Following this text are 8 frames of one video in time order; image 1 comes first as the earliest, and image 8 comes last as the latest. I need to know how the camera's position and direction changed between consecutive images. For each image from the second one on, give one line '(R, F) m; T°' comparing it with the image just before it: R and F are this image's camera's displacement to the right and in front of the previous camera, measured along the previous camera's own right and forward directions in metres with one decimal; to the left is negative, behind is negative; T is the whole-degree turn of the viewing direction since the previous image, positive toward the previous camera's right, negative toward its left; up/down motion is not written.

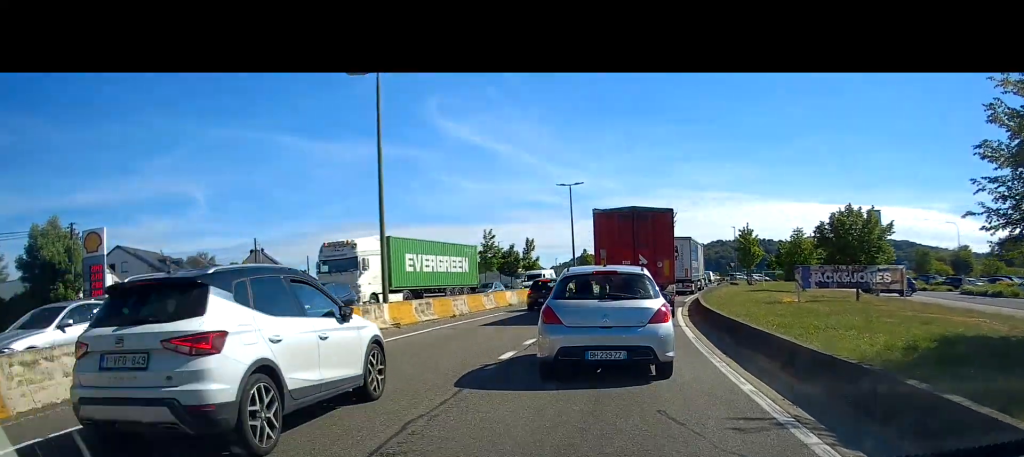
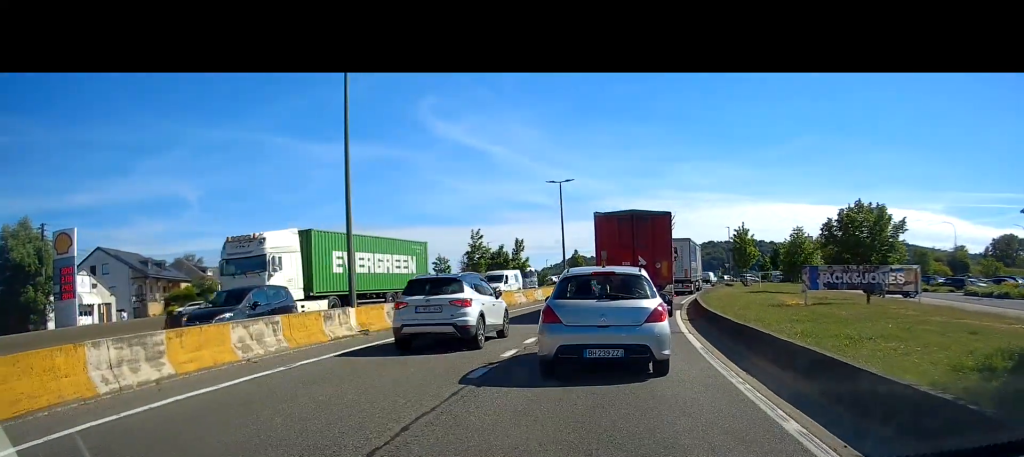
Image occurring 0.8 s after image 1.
(+0.1, +2.6) m; +1°
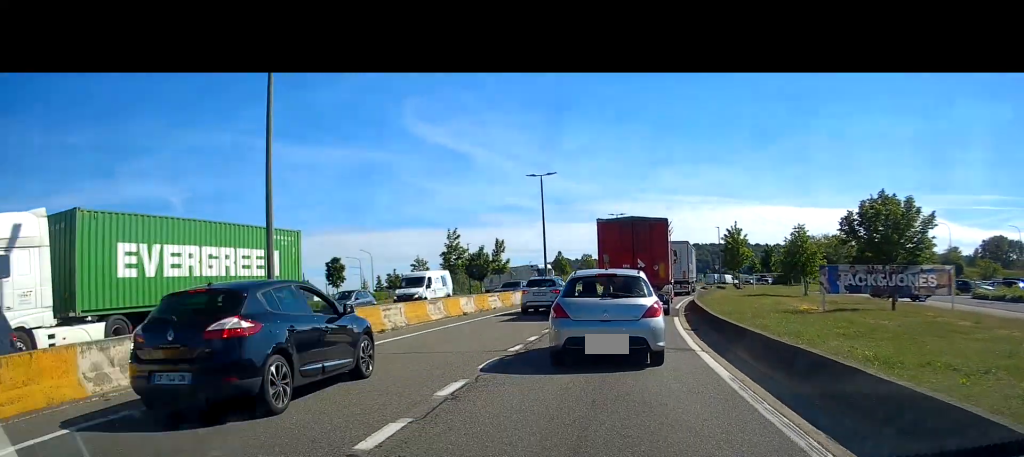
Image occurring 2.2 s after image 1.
(0.0, +5.0) m; 0°
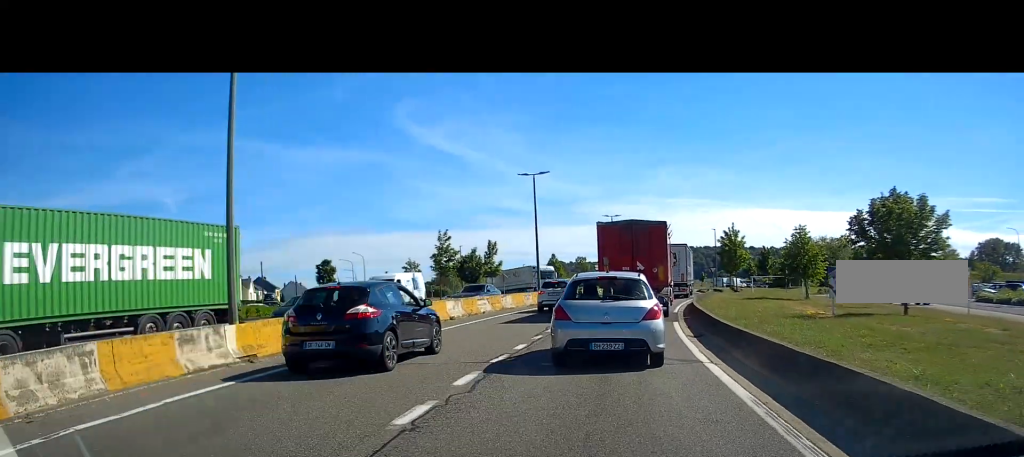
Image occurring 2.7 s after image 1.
(0.0, +1.6) m; 0°
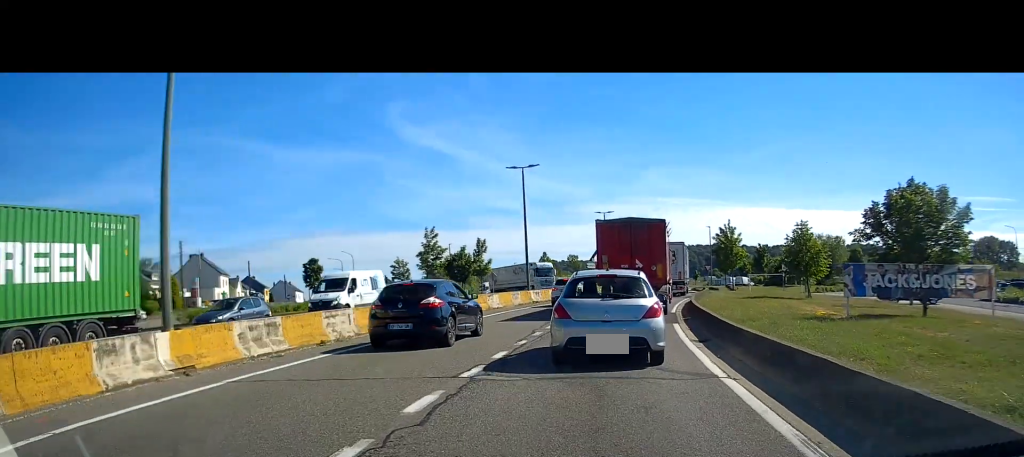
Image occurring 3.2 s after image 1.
(+0.1, +1.9) m; 0°
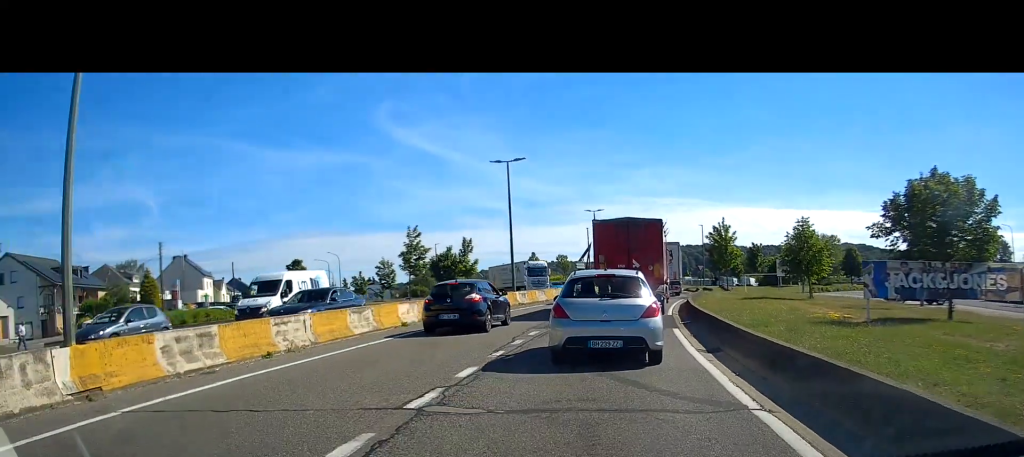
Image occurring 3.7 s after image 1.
(-0.1, +2.3) m; 0°
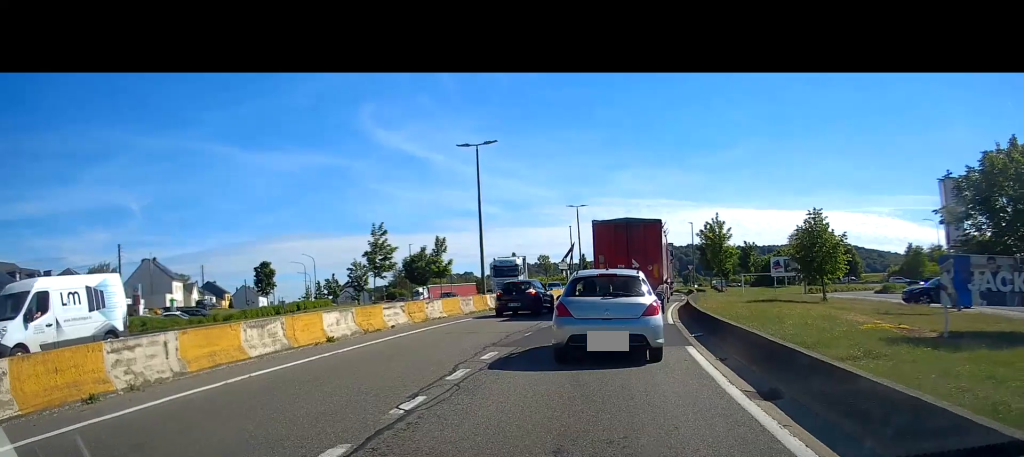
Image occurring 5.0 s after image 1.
(+0.1, +5.1) m; +3°
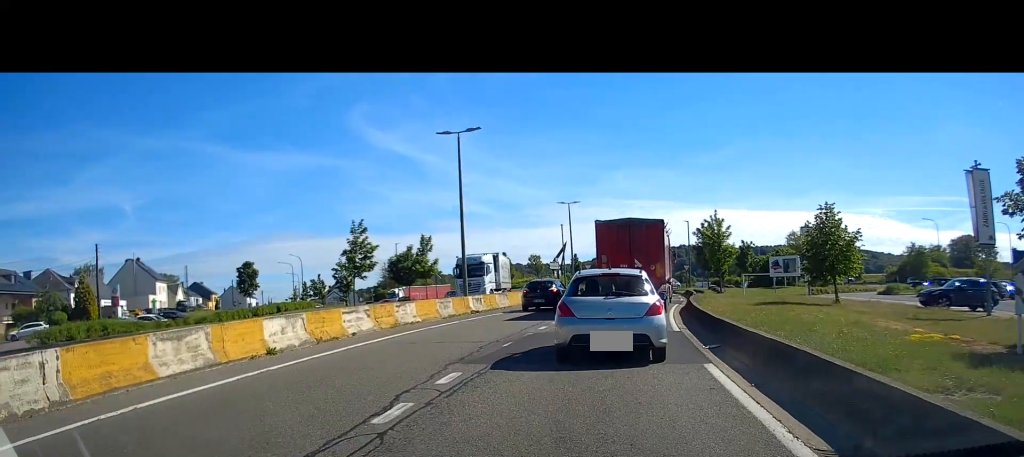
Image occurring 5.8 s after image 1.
(0.0, +2.8) m; +1°
